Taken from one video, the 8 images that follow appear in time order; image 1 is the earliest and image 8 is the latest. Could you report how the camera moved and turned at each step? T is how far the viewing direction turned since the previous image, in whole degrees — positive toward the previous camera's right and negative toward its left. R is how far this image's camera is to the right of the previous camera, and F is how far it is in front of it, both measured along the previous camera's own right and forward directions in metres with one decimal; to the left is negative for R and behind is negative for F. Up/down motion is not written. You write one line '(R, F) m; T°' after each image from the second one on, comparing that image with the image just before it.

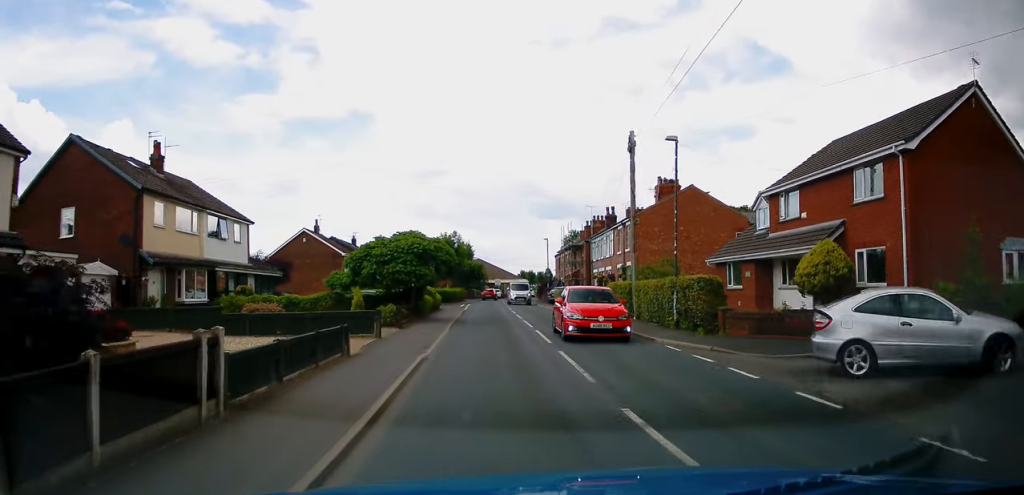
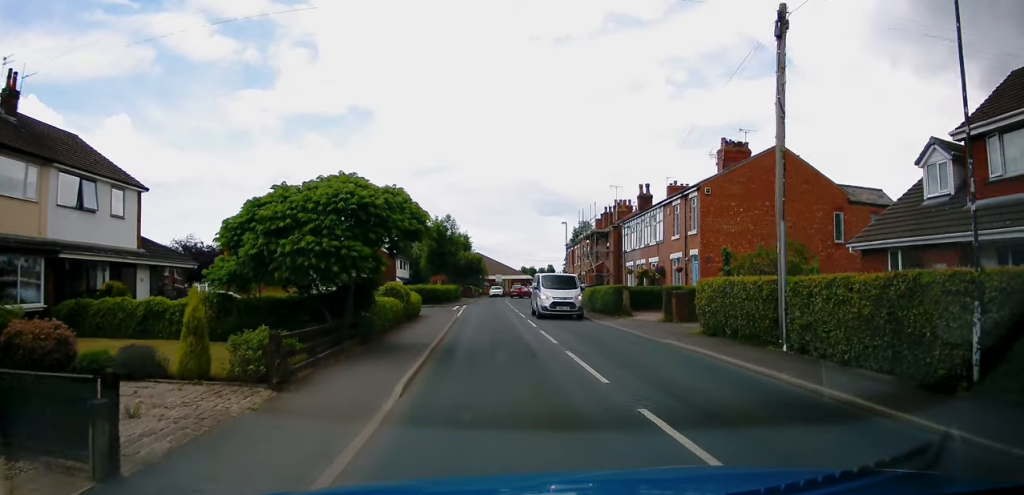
(-0.1, +12.3) m; 0°
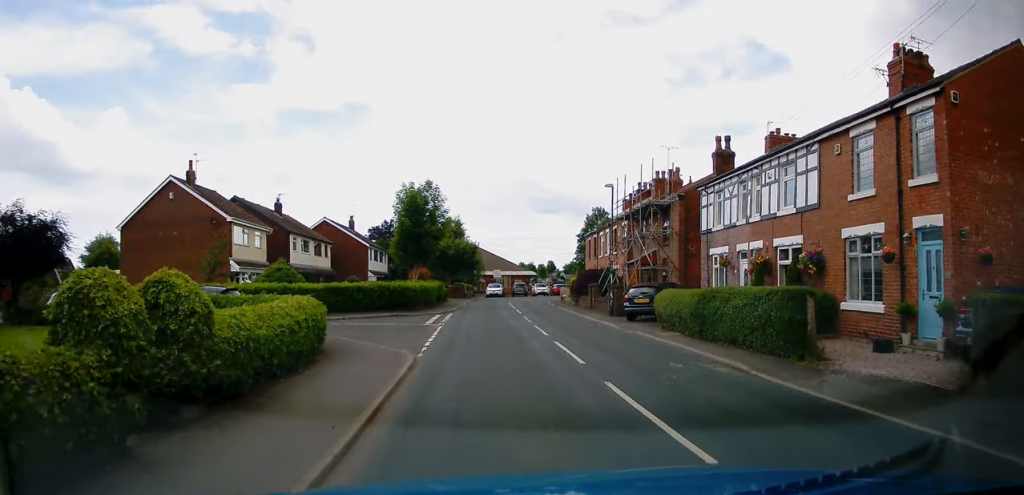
(-0.3, +16.3) m; -2°
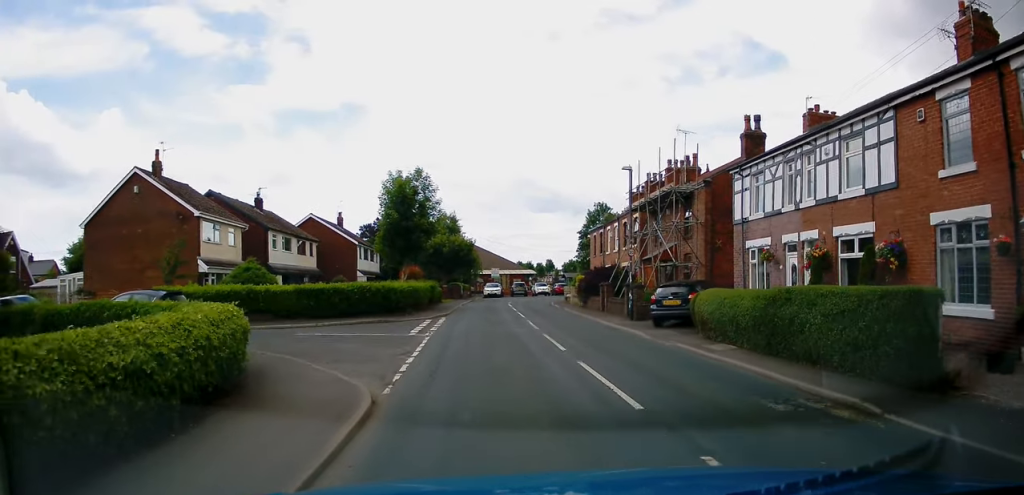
(-0.1, +3.9) m; 0°
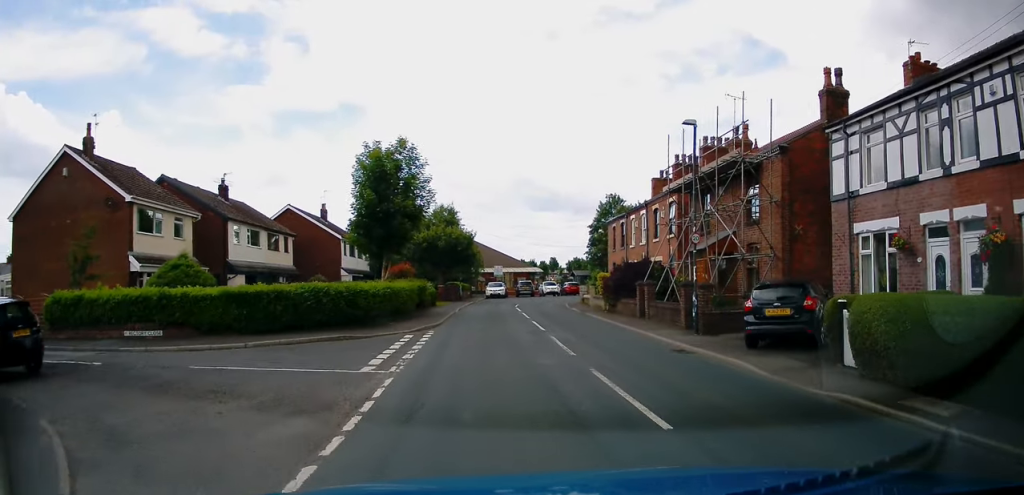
(+0.3, +7.2) m; +3°
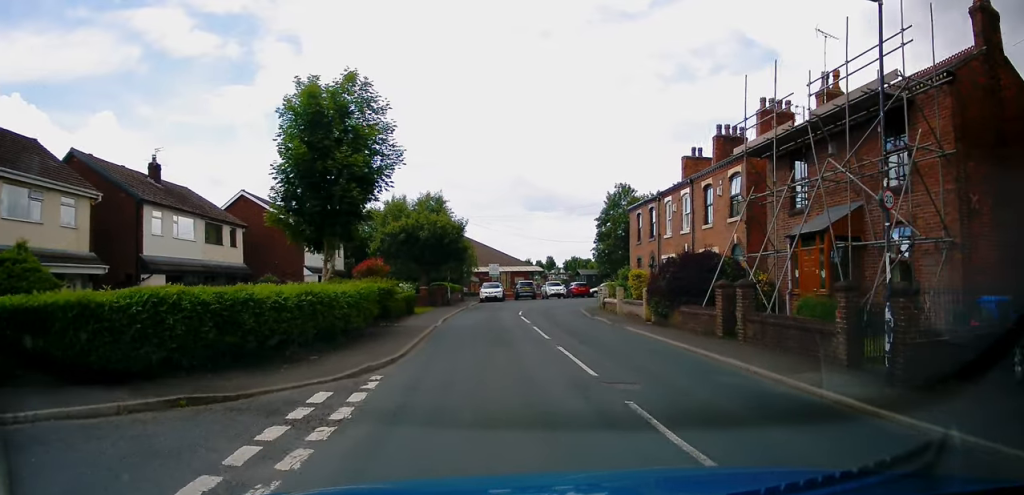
(+0.2, +8.8) m; 0°
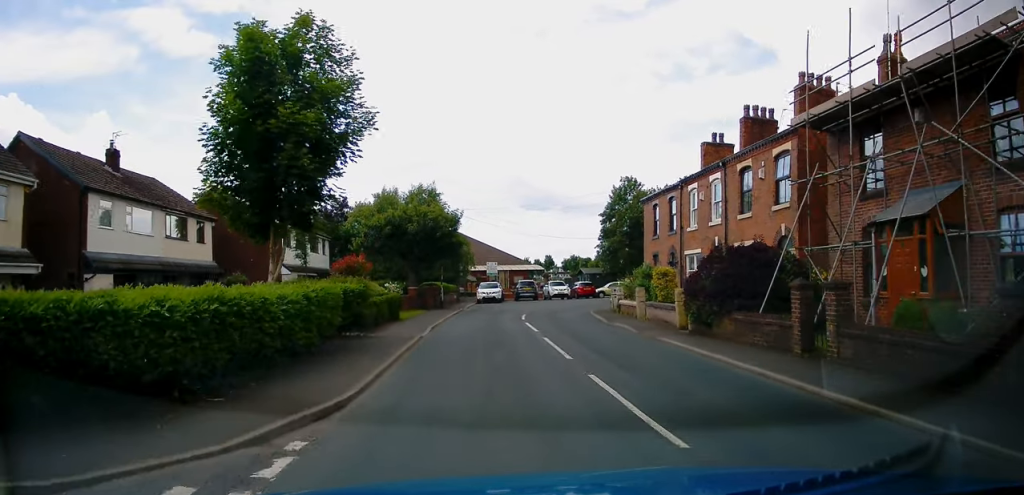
(-0.1, +3.9) m; 0°
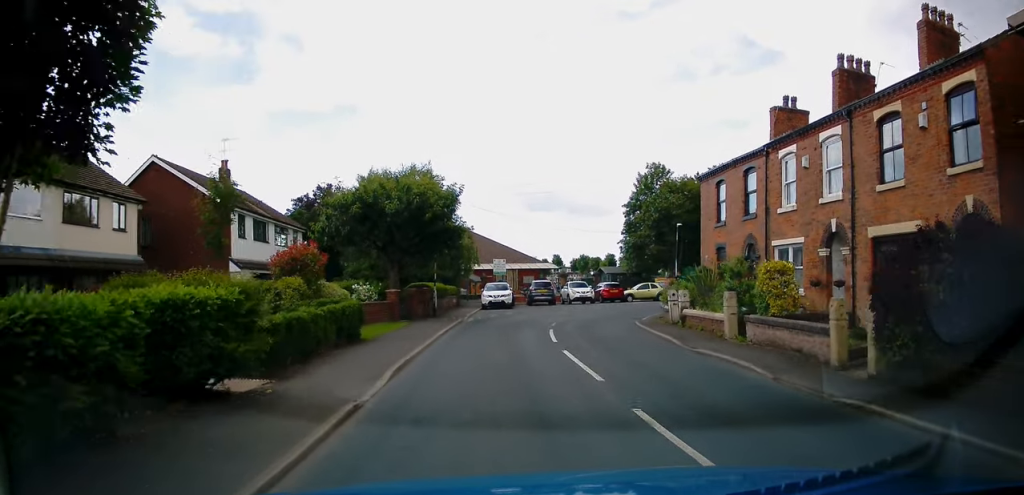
(0.0, +8.3) m; +1°
